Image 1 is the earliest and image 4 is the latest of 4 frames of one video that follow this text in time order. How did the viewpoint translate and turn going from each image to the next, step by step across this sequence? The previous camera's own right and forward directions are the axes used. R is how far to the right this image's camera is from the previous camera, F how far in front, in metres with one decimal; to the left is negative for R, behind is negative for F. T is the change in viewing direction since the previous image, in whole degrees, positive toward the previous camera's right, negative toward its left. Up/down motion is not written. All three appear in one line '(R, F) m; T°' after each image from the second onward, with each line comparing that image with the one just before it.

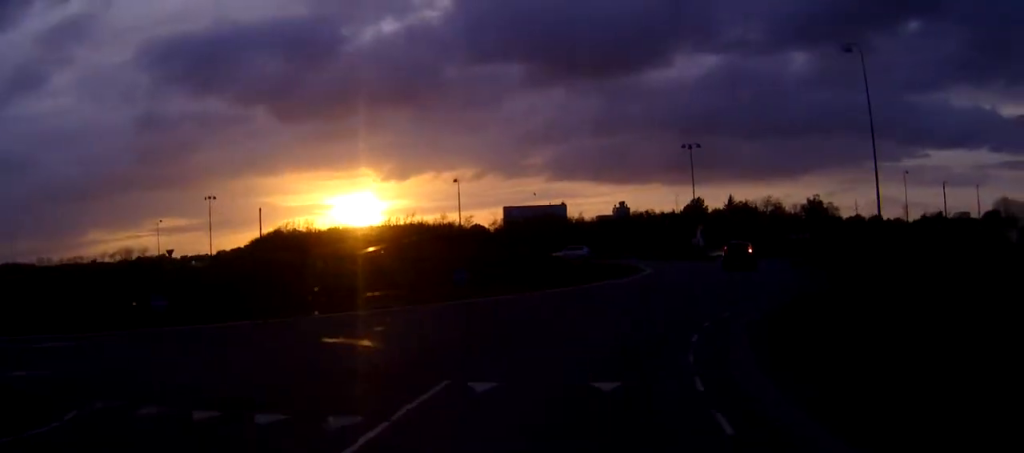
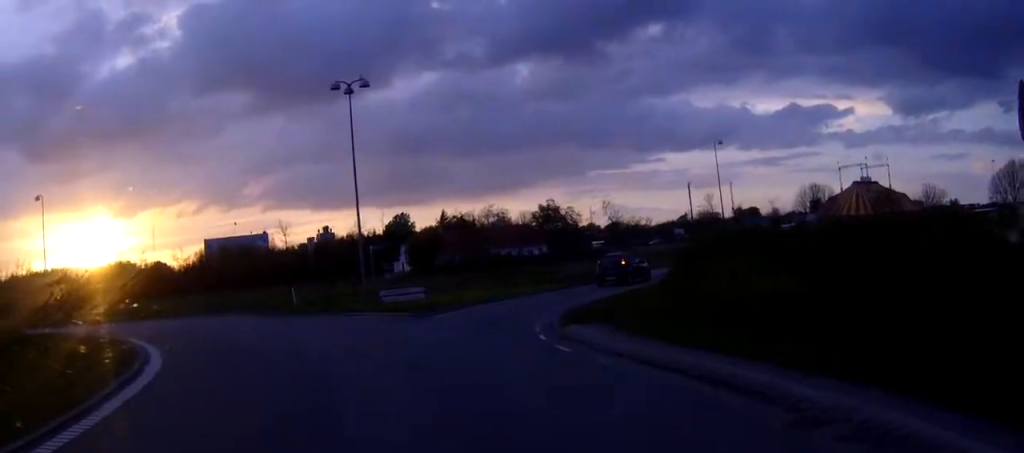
(+7.4, +29.1) m; +18°
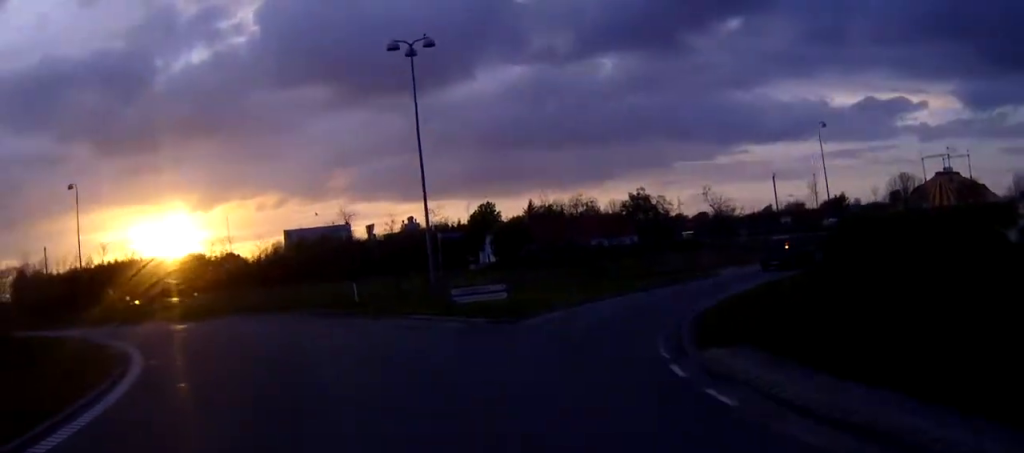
(-0.1, +5.3) m; -5°
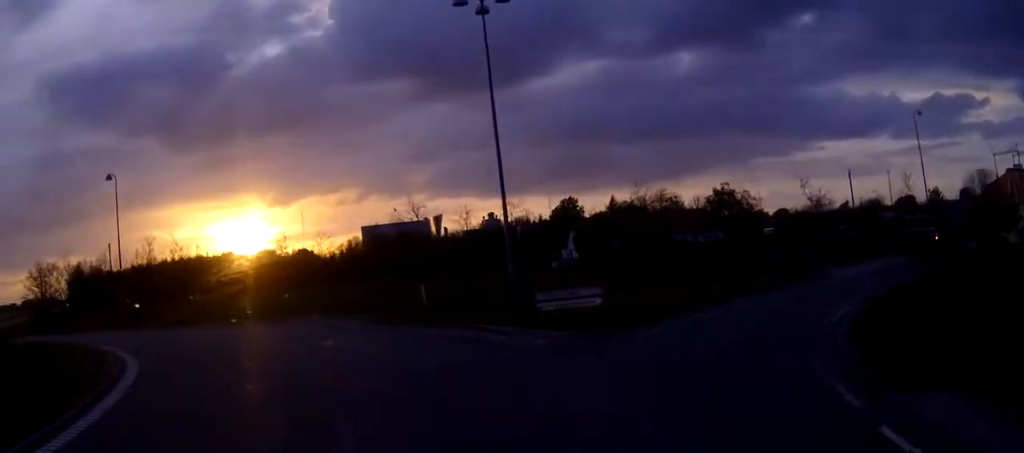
(-0.1, +4.2) m; -6°
